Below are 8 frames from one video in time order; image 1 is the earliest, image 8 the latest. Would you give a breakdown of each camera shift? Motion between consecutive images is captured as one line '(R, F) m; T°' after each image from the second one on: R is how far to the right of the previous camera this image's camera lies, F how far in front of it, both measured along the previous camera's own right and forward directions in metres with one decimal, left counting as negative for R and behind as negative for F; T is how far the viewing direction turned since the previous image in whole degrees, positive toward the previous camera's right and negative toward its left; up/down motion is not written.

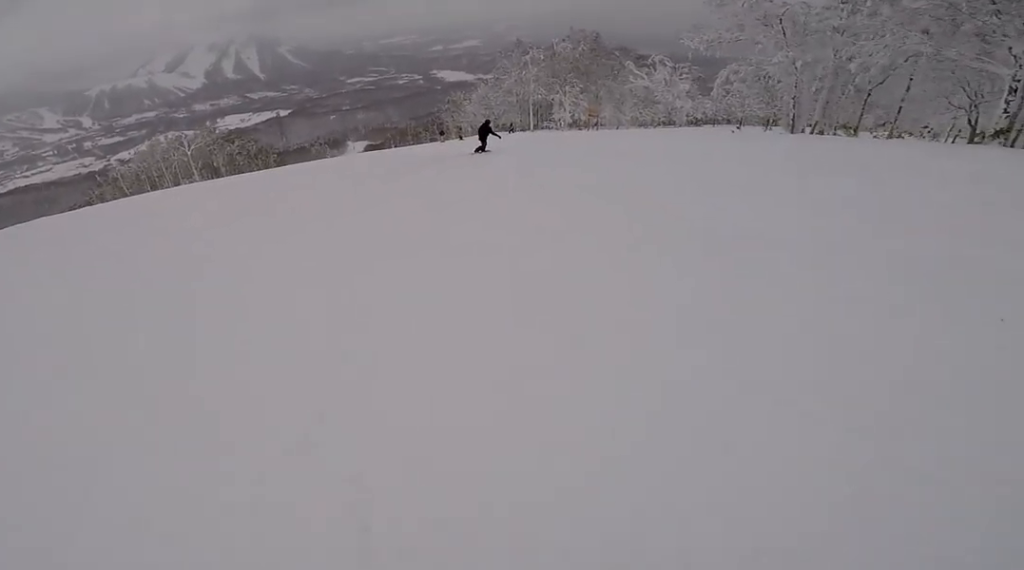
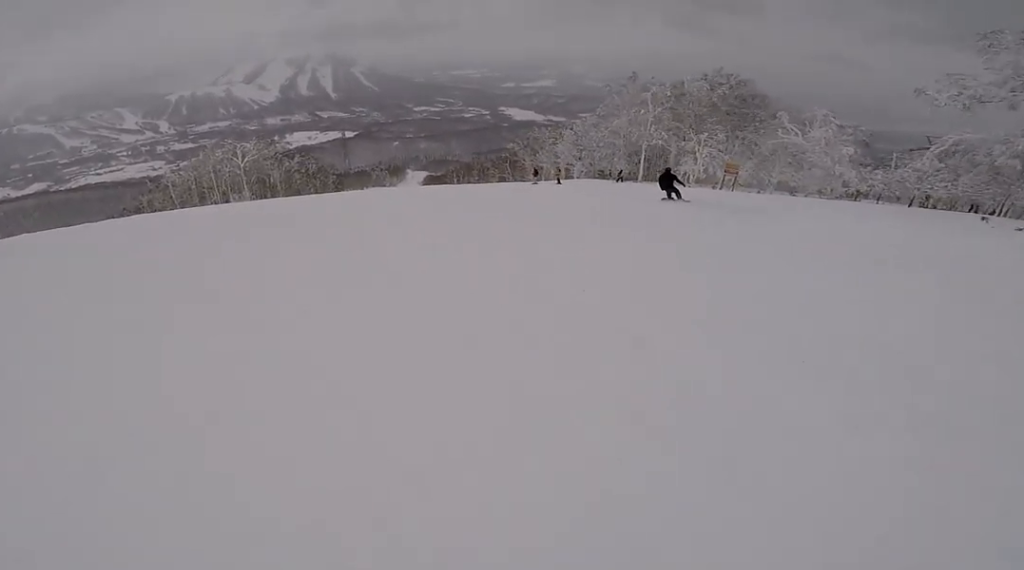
(0.0, +9.9) m; 0°
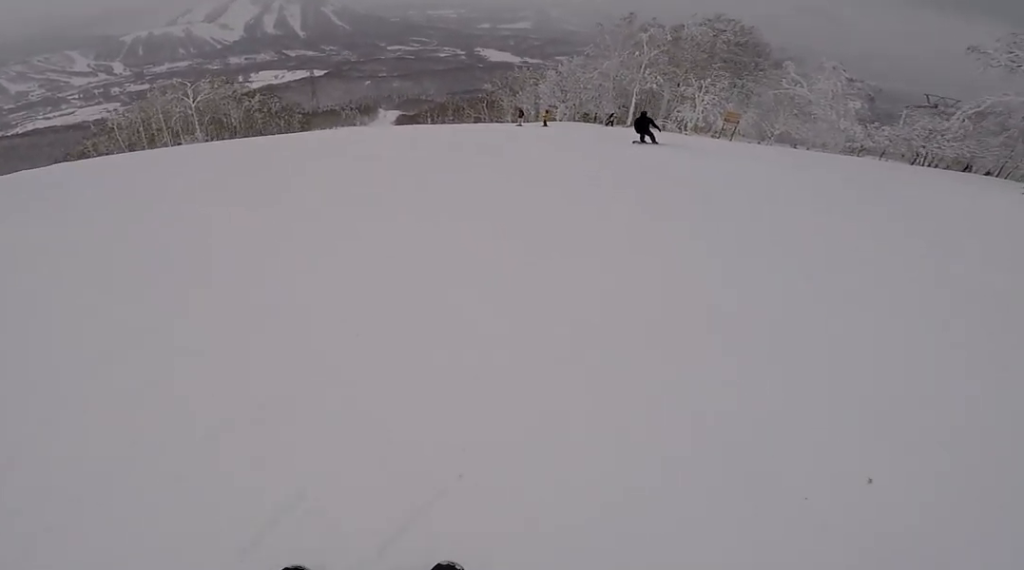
(0.0, +3.8) m; 0°
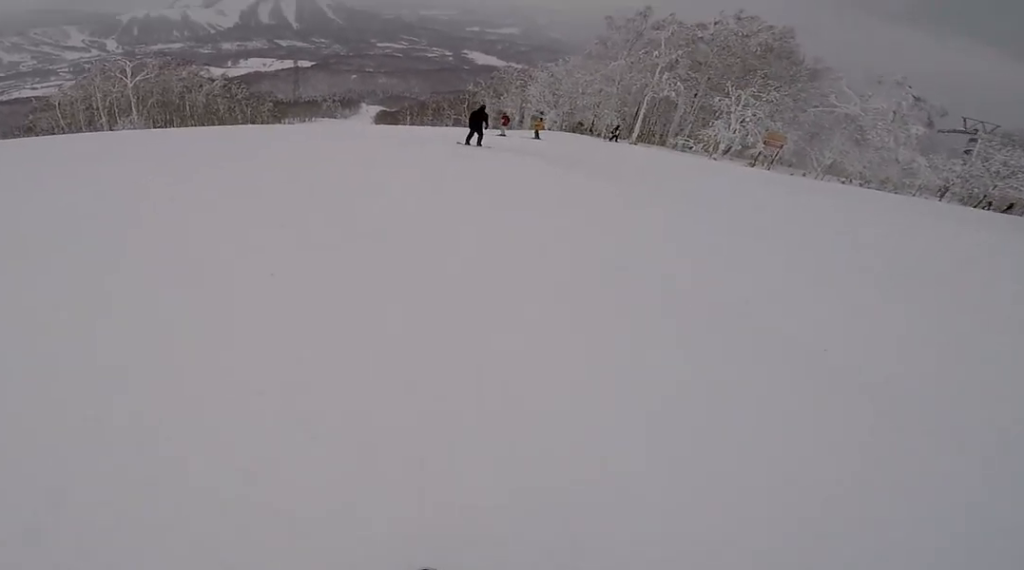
(0.0, +10.5) m; 0°
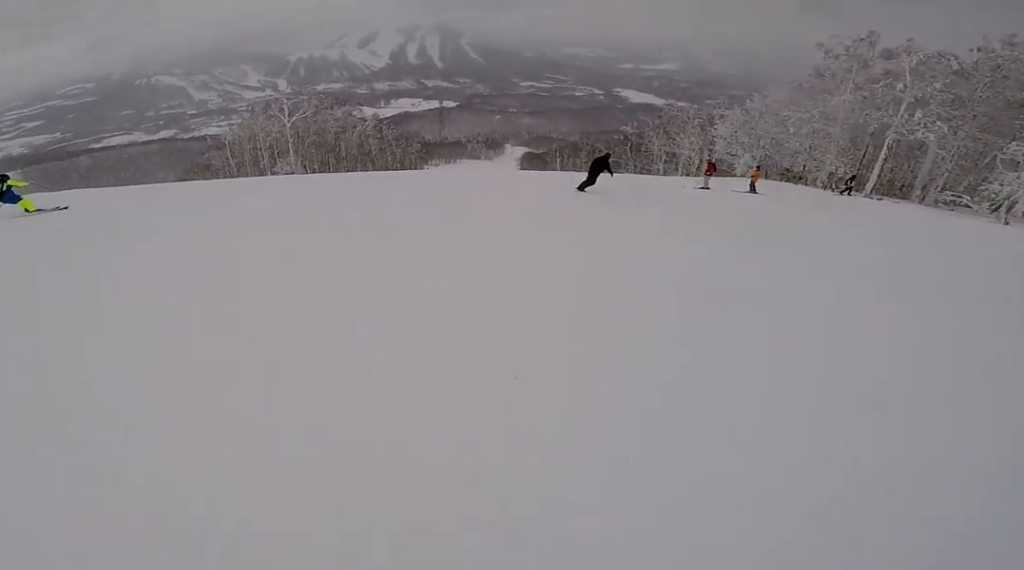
(0.0, +5.1) m; 0°
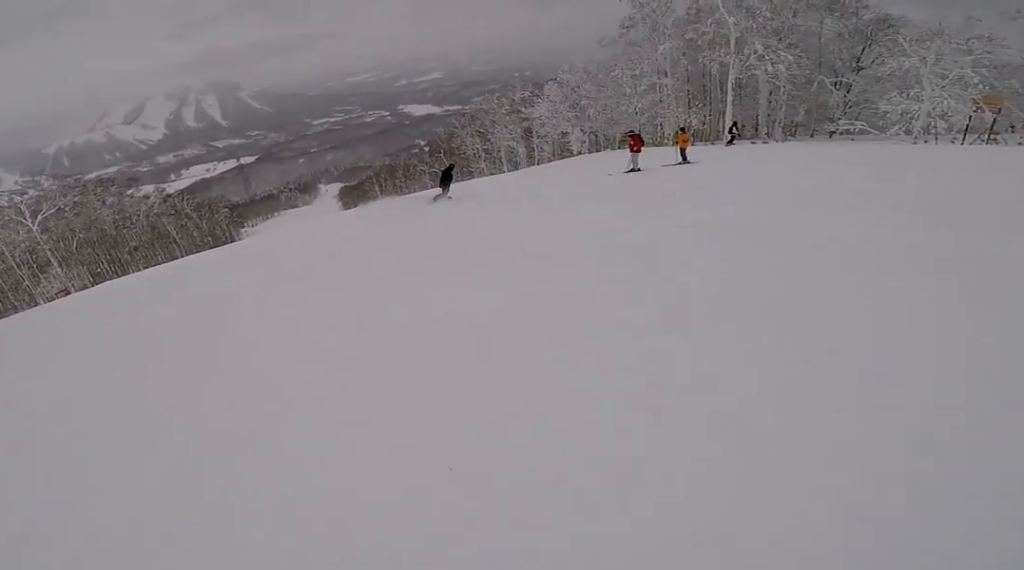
(0.0, +10.5) m; 0°
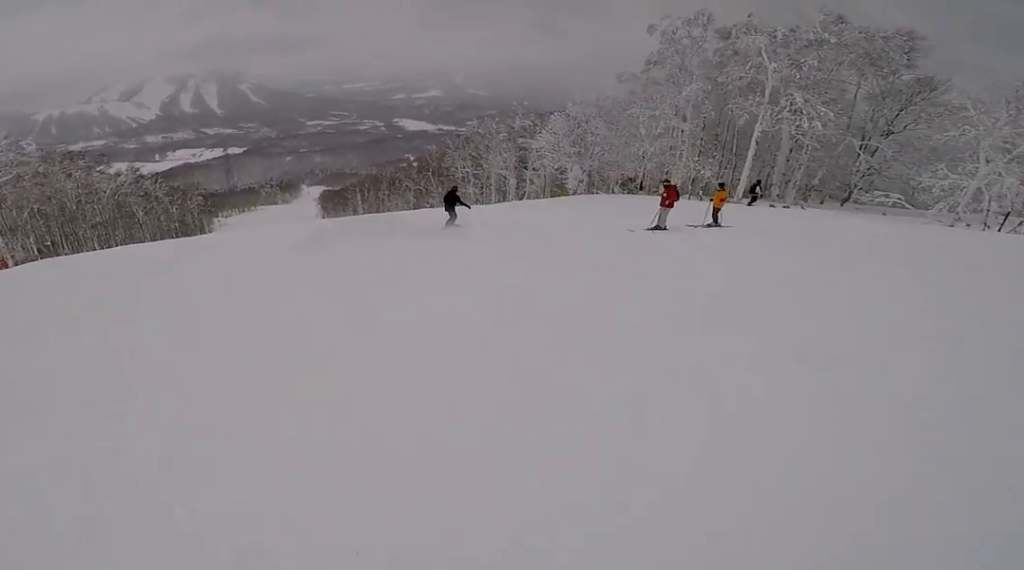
(0.0, +3.5) m; -3°
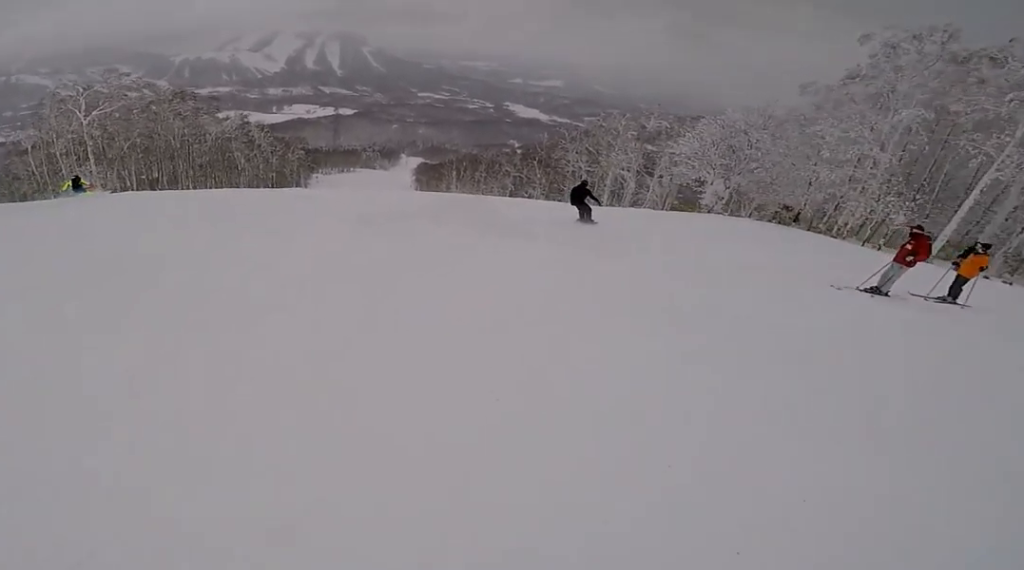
(+0.2, +3.9) m; -3°
